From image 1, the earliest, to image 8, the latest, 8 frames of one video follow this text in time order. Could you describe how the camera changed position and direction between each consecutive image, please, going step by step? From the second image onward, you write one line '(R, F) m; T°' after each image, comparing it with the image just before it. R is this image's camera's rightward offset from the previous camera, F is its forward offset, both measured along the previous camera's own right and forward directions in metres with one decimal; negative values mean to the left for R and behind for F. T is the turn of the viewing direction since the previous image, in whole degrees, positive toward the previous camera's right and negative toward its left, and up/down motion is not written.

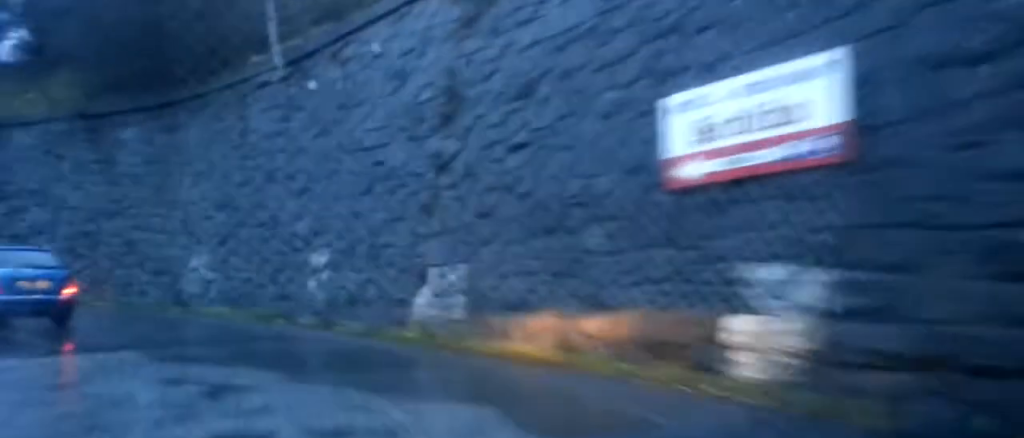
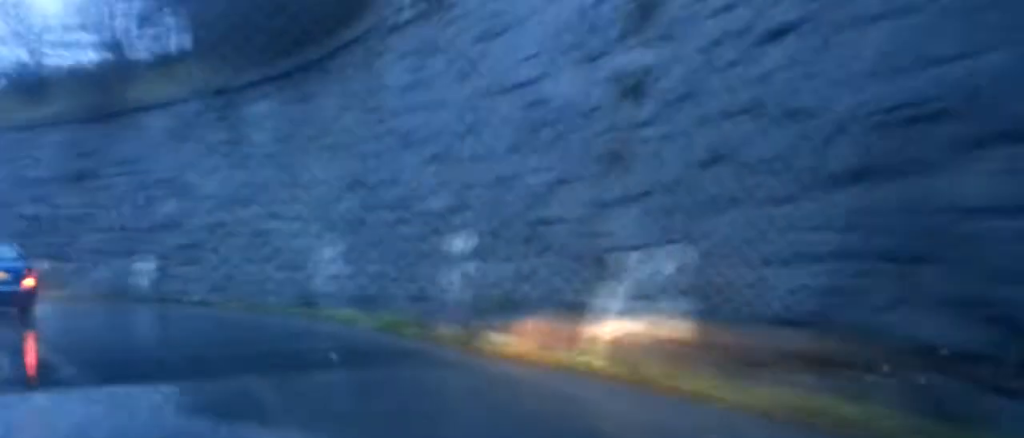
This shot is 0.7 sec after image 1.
(-0.3, +4.6) m; -7°
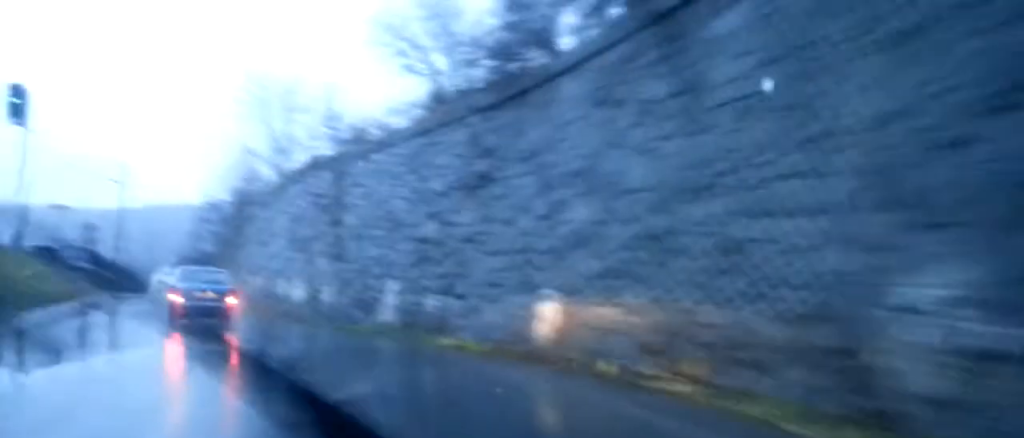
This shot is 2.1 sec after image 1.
(-1.0, +10.6) m; -15°
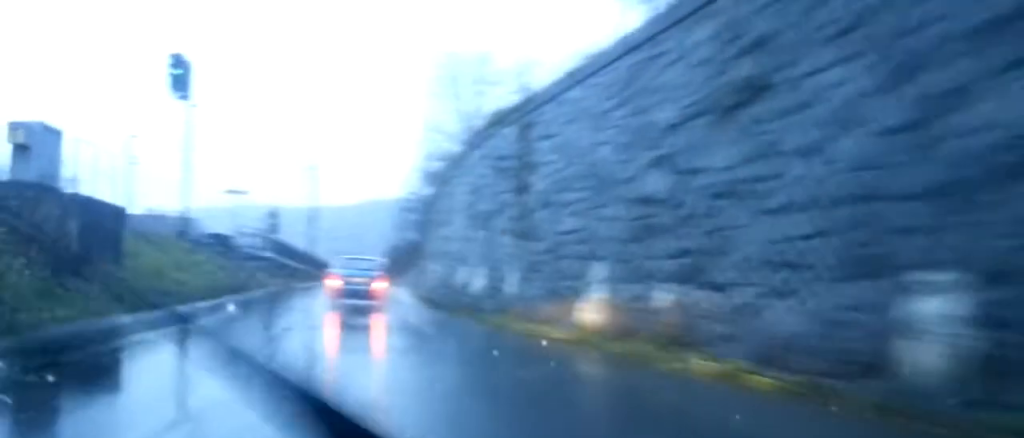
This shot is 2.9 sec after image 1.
(-0.8, +6.5) m; -13°
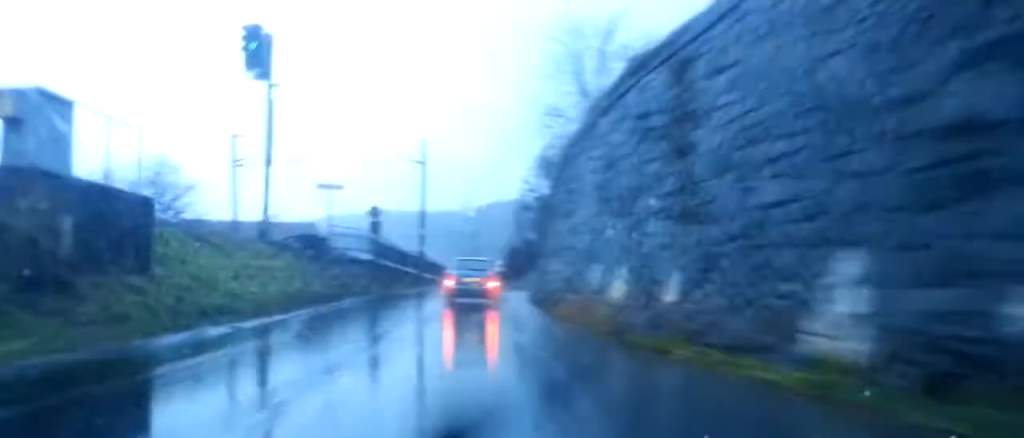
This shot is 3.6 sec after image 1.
(-0.6, +5.2) m; -9°
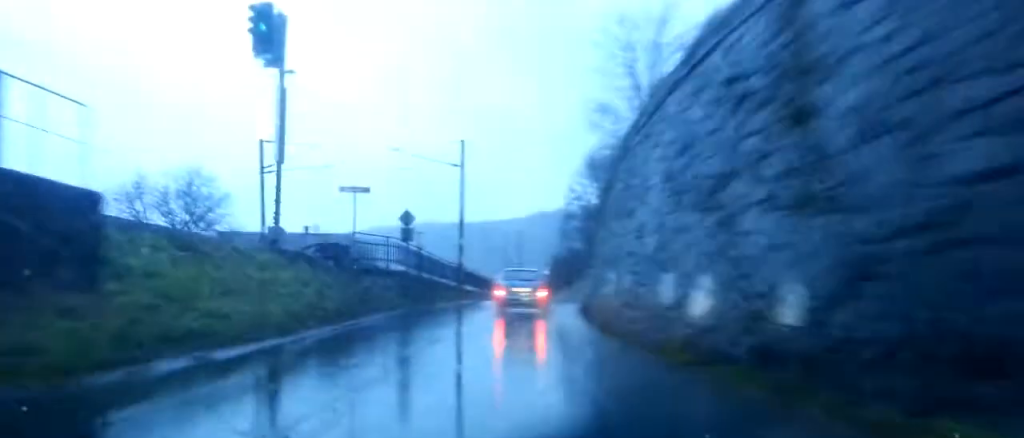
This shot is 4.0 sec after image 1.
(-0.1, +3.3) m; -2°
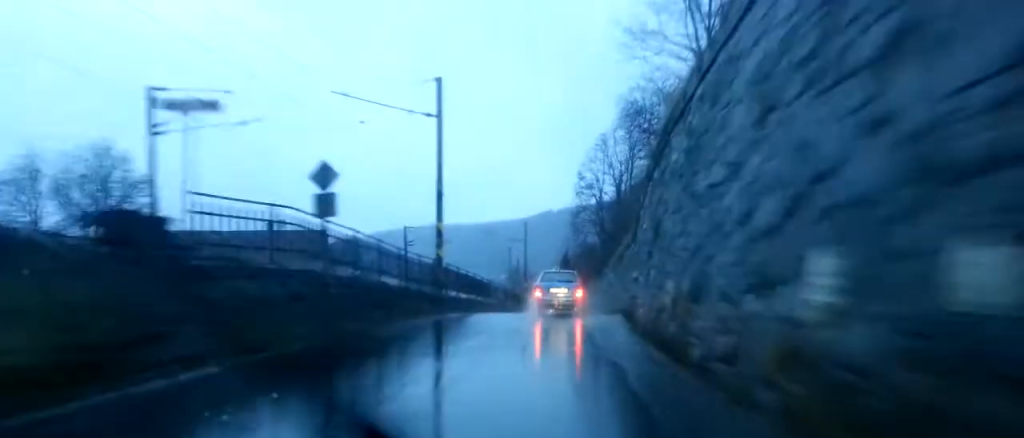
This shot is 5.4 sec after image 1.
(-0.8, +12.3) m; -8°
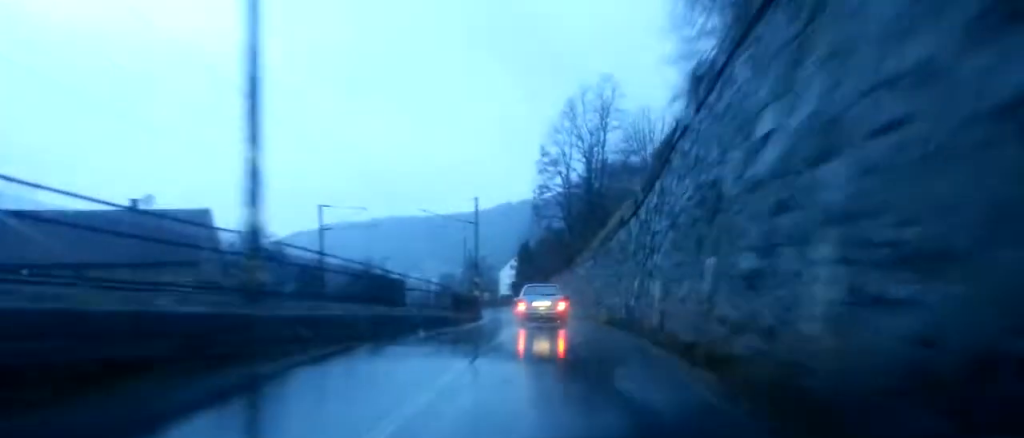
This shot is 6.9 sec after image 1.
(-1.2, +14.6) m; -8°
